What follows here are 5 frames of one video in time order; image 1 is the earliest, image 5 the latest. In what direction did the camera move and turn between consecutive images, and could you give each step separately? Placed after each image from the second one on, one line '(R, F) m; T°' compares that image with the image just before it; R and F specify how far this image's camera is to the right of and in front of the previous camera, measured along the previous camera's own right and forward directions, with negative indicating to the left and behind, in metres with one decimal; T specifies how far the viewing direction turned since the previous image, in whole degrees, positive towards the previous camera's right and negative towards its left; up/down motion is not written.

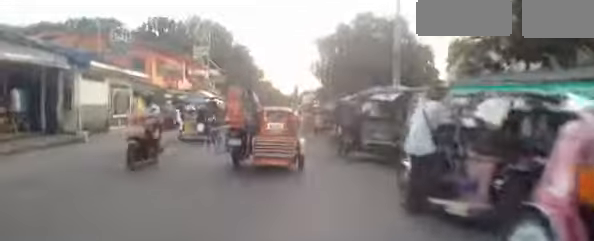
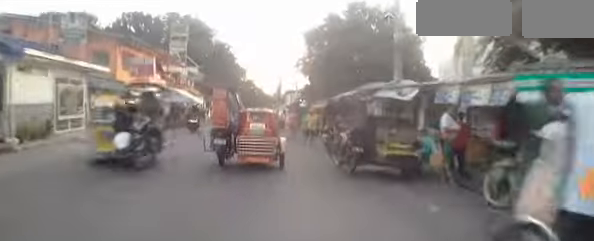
(+0.3, +3.3) m; +1°
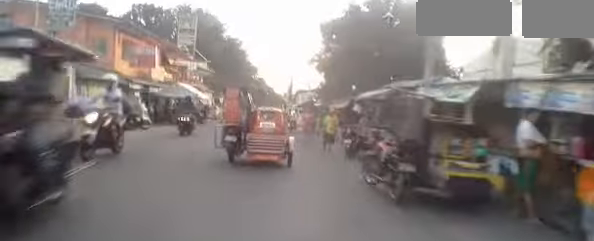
(+0.1, +2.4) m; +1°
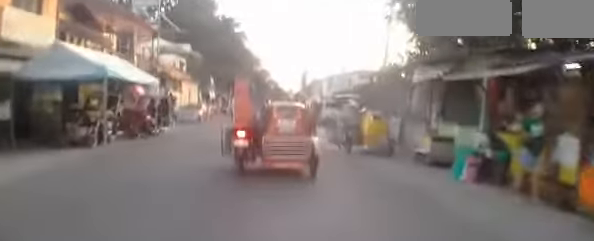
(-0.6, +12.9) m; -1°
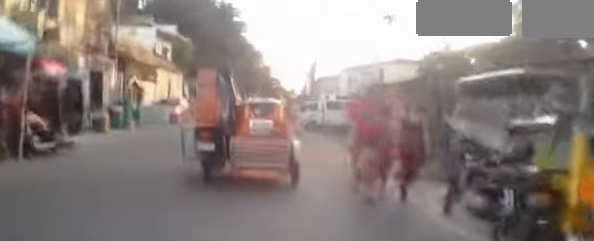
(-0.3, +6.4) m; -7°
